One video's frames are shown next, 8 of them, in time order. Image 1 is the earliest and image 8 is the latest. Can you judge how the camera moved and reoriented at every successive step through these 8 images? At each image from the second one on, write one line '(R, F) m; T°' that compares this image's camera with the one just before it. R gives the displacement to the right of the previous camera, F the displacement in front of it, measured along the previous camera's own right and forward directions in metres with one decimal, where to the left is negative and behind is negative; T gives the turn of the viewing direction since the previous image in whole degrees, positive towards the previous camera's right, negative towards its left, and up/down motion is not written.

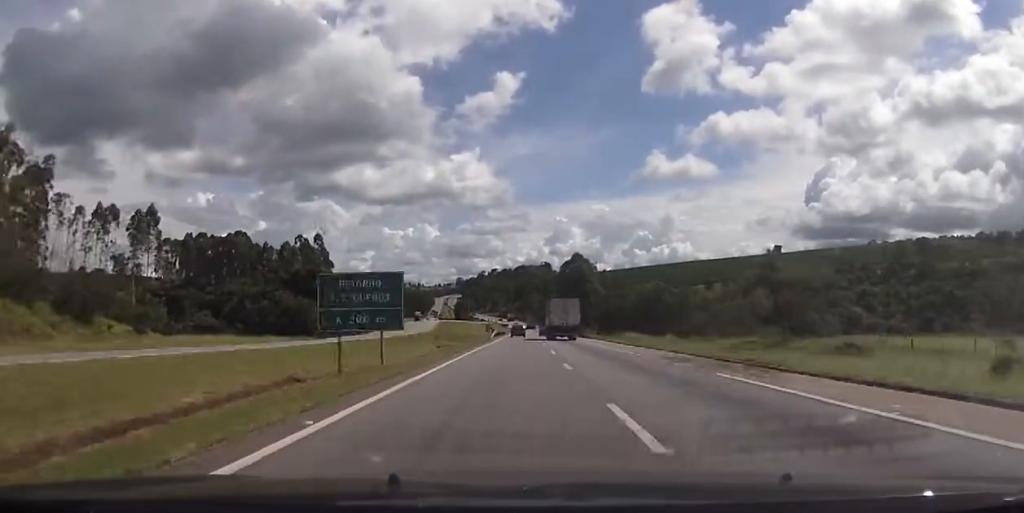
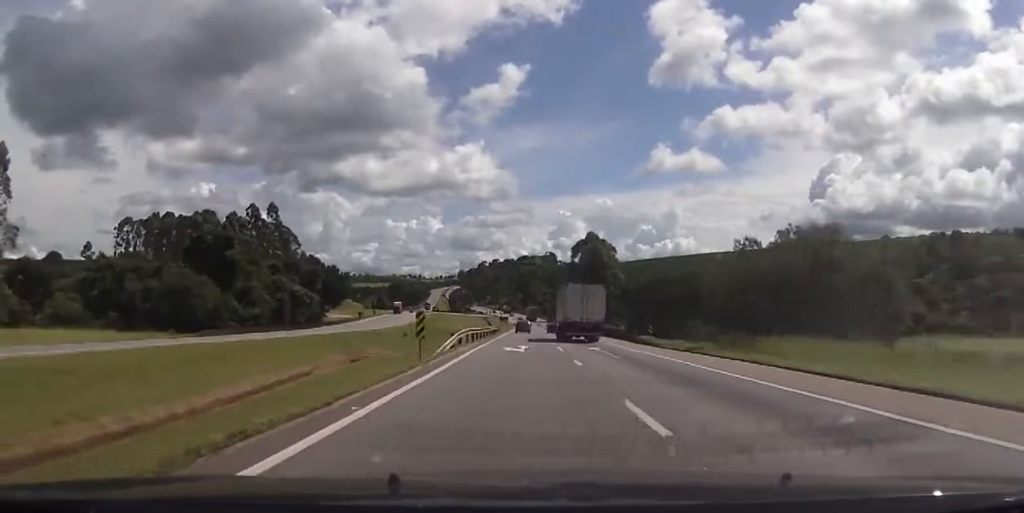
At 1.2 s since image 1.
(-0.6, +46.4) m; 0°
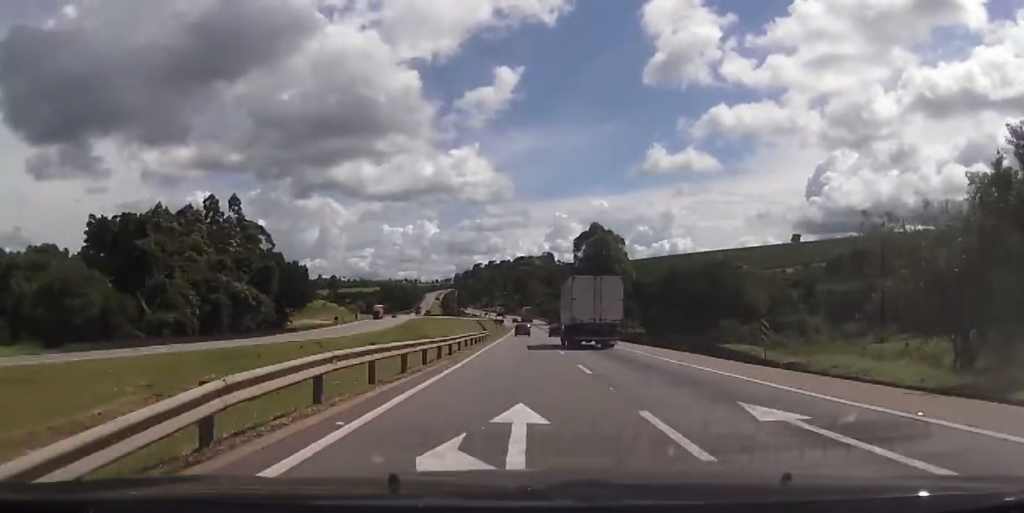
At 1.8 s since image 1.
(+0.3, +24.7) m; 0°
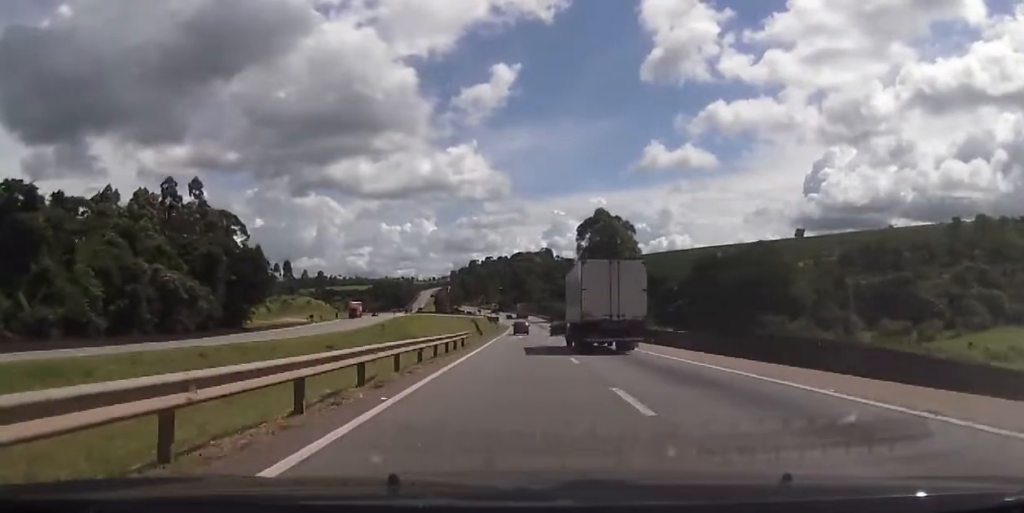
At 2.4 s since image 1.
(0.0, +20.8) m; 0°
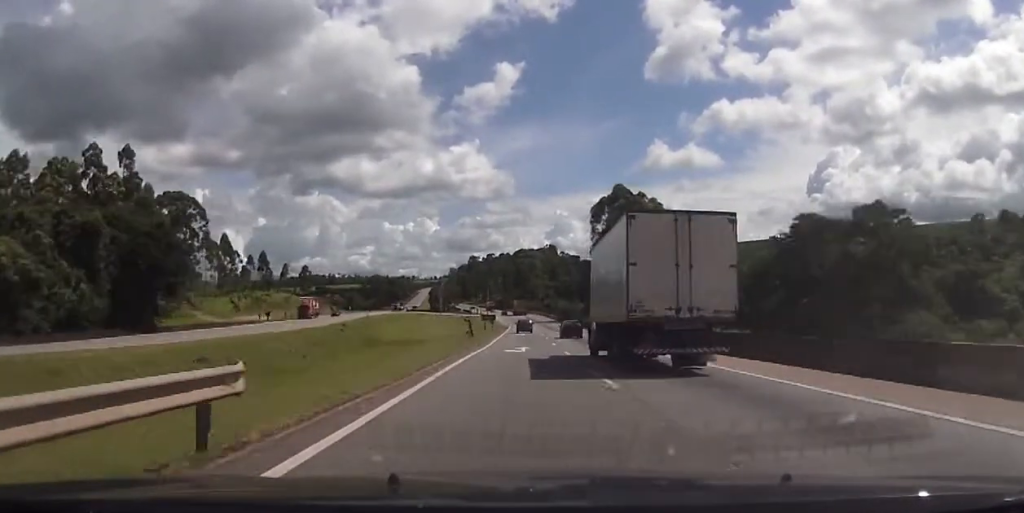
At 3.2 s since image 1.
(-0.4, +31.4) m; 0°
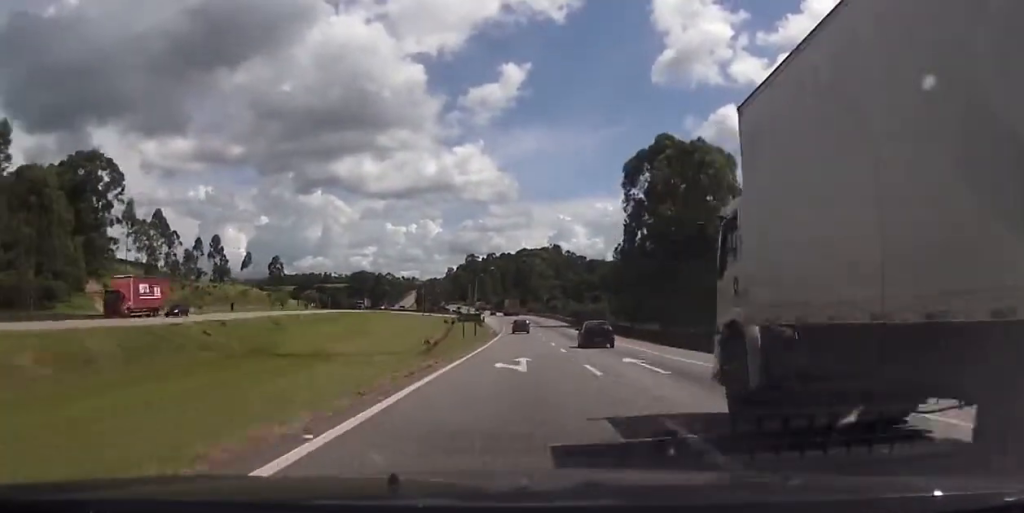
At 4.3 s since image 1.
(+0.5, +44.7) m; 0°
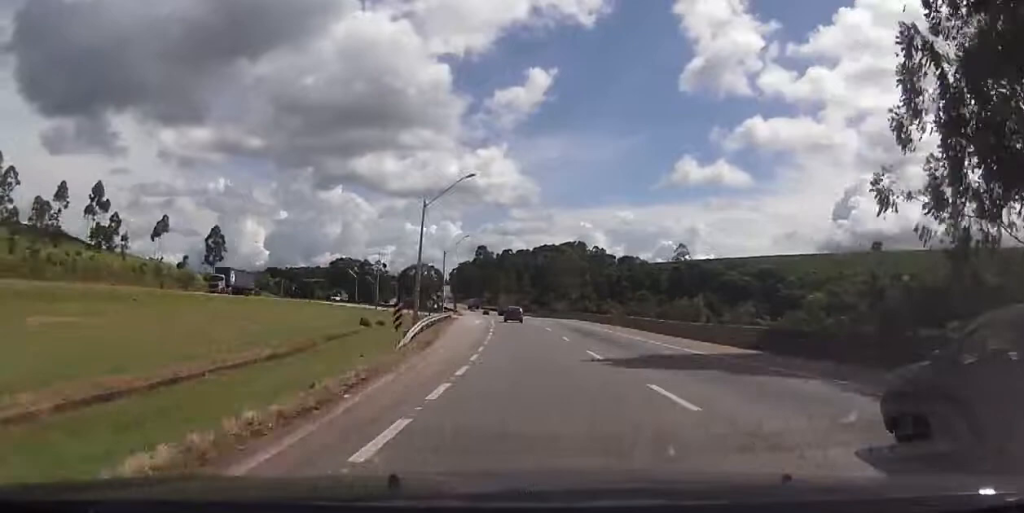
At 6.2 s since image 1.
(-1.0, +76.6) m; -1°
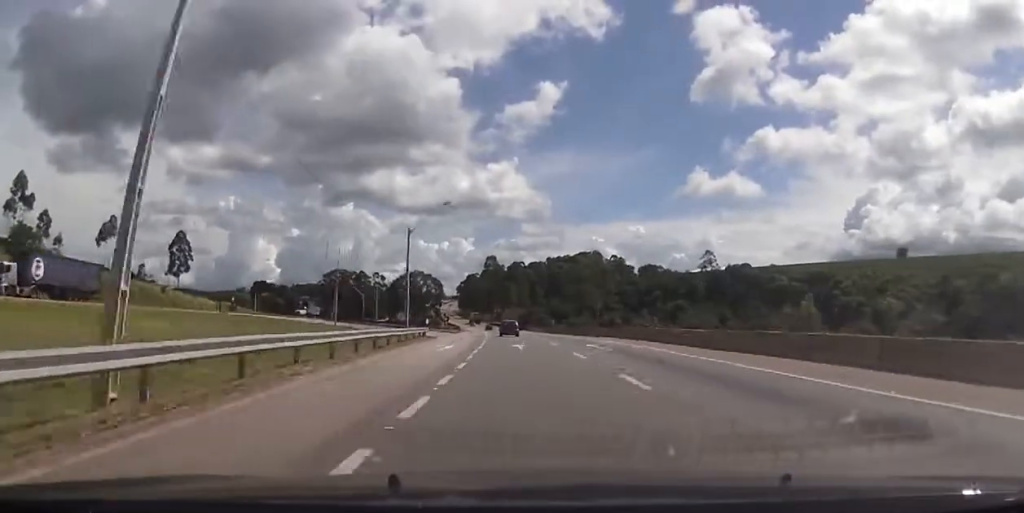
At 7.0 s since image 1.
(+0.1, +31.7) m; 0°
